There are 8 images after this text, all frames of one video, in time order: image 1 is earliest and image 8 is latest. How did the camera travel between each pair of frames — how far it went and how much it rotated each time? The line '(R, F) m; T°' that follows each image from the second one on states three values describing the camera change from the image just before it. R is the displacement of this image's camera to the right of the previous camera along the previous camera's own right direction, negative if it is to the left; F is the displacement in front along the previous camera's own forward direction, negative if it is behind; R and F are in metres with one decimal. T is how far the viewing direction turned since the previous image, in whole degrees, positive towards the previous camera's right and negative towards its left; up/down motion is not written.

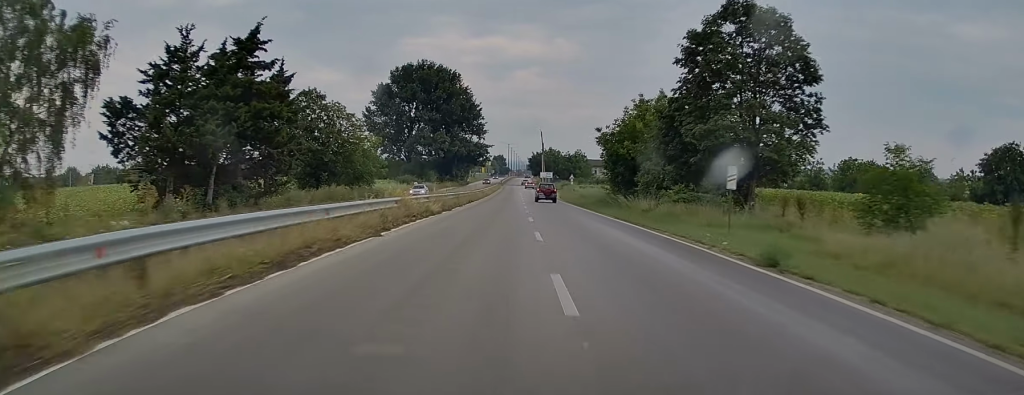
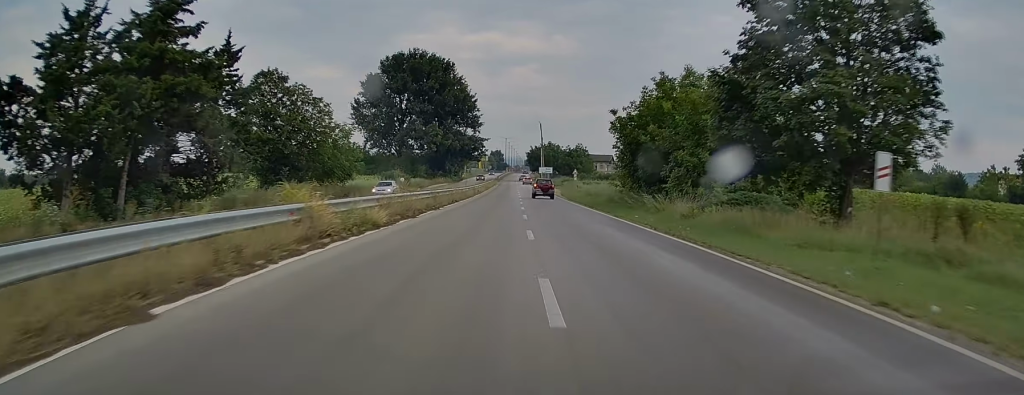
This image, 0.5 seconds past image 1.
(-0.2, +9.7) m; 0°
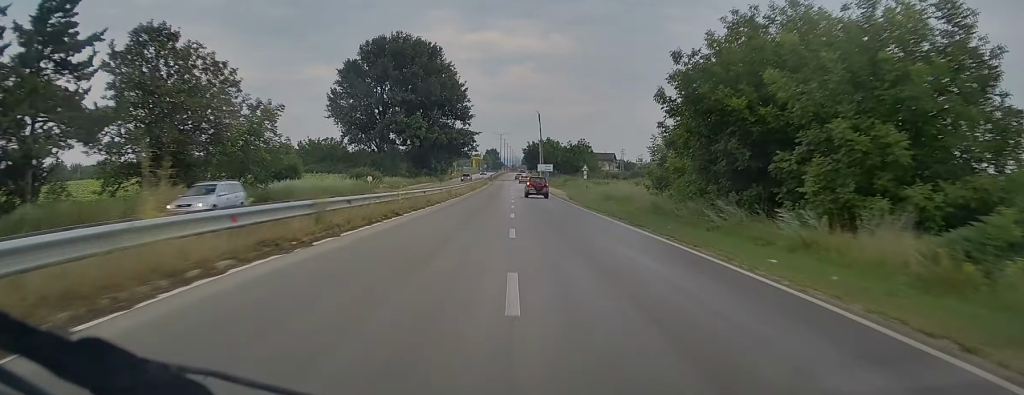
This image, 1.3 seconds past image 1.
(+0.1, +17.8) m; 0°
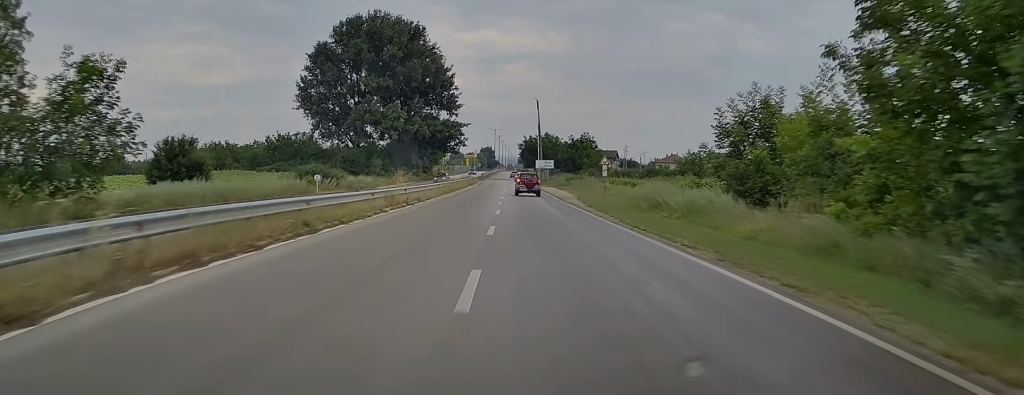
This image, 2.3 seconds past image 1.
(0.0, +18.6) m; 0°
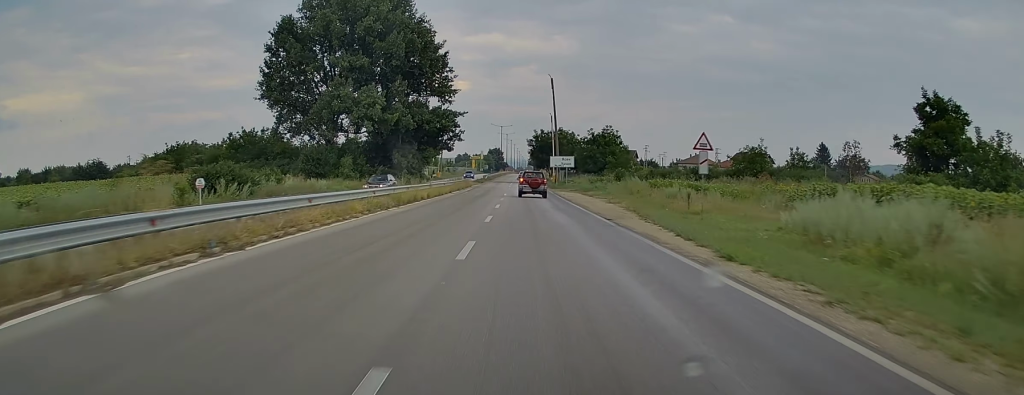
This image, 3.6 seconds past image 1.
(-0.2, +24.5) m; 0°
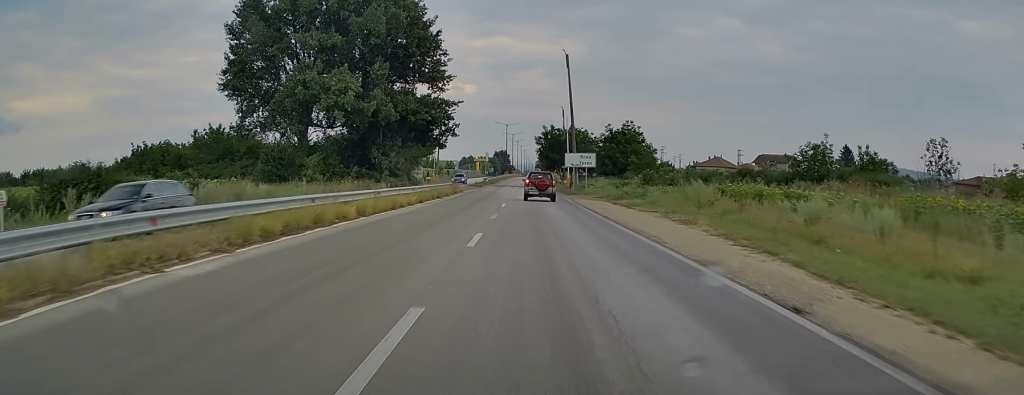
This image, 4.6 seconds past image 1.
(+0.1, +17.1) m; +1°
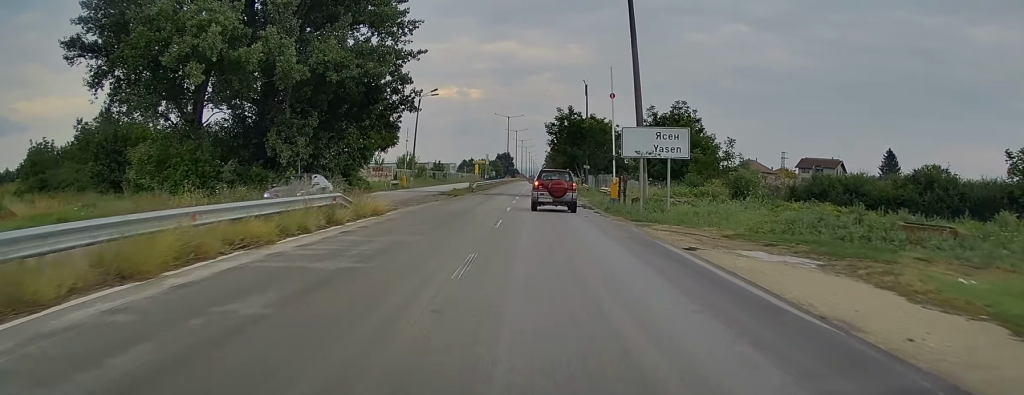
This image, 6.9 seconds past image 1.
(+0.1, +33.5) m; -2°
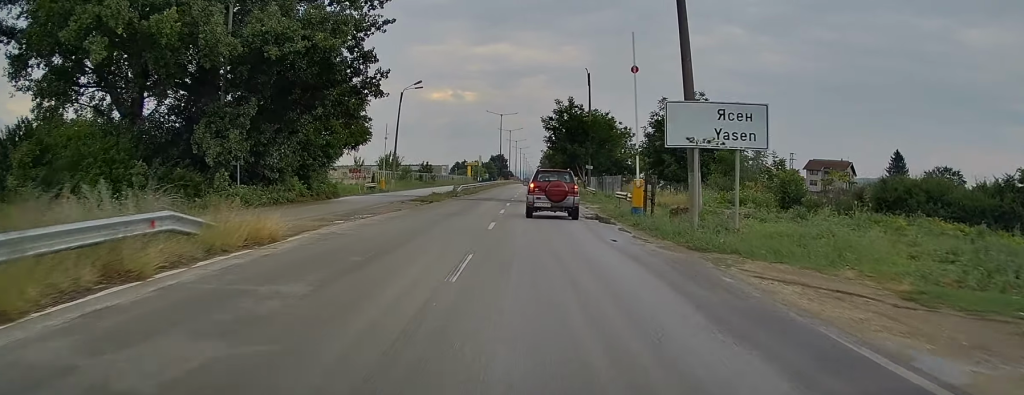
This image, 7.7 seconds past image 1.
(-0.2, +10.1) m; -1°
